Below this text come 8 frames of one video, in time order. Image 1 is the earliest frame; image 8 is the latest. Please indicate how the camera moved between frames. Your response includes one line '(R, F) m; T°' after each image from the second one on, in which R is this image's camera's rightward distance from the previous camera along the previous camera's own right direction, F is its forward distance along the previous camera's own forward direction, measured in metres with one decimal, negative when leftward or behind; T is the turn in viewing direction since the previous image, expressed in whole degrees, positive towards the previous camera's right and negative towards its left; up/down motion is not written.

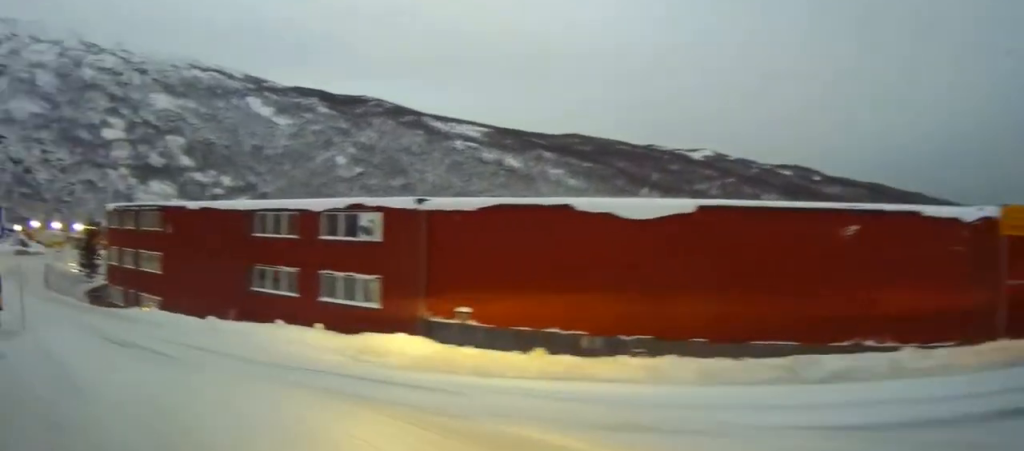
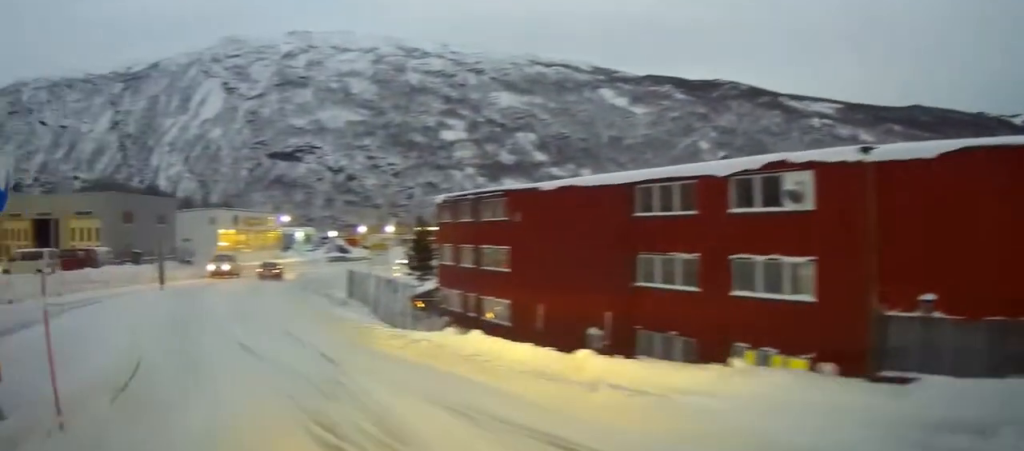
(-0.7, +8.6) m; -17°
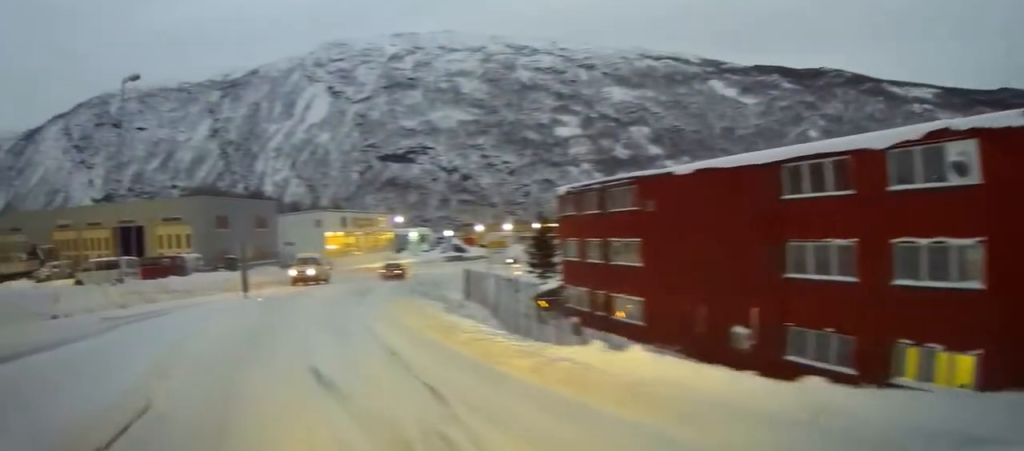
(-0.3, +3.2) m; -9°
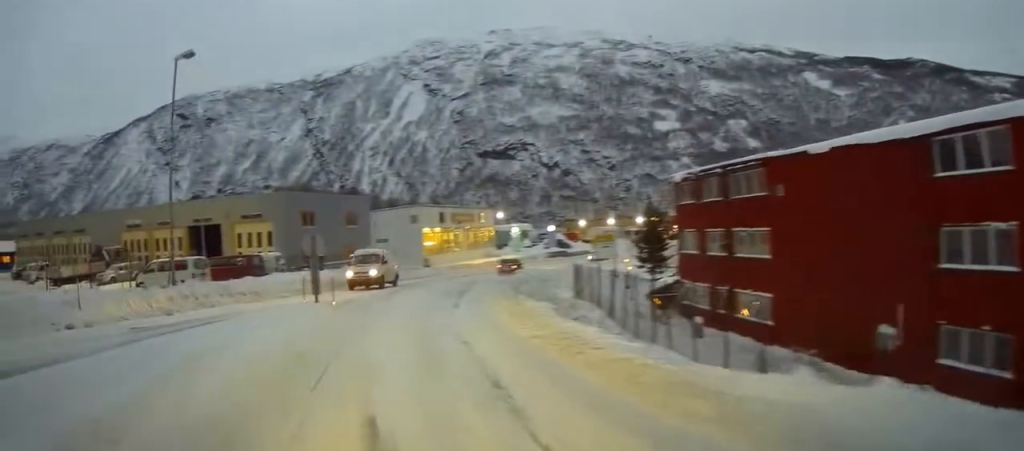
(-0.5, +3.8) m; -9°
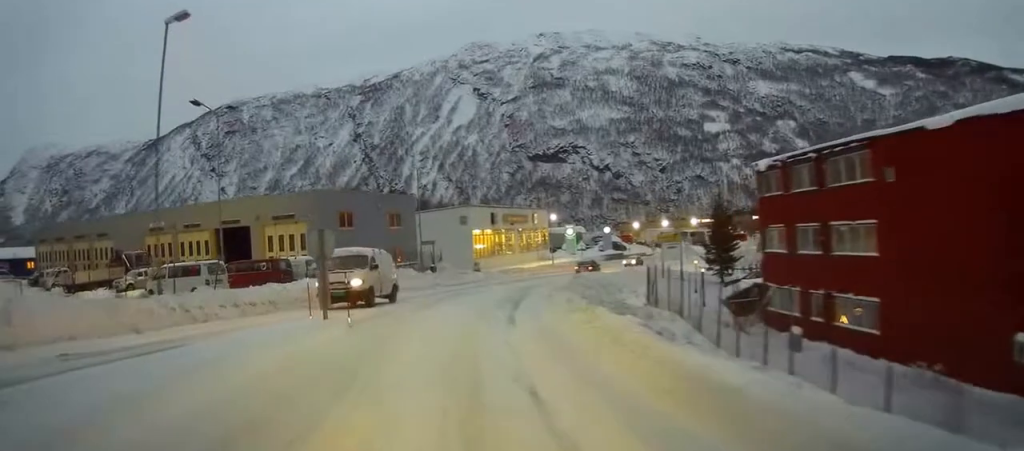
(-0.3, +5.0) m; -2°
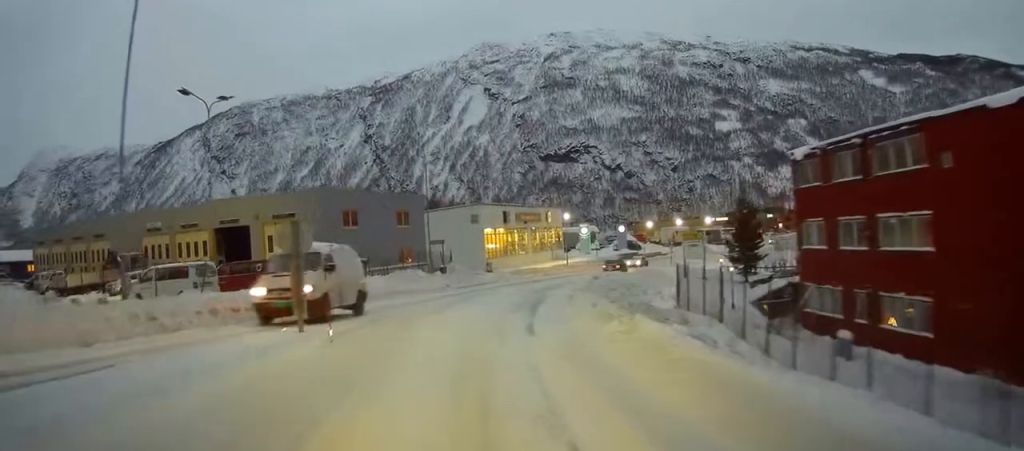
(-0.1, +2.6) m; 0°
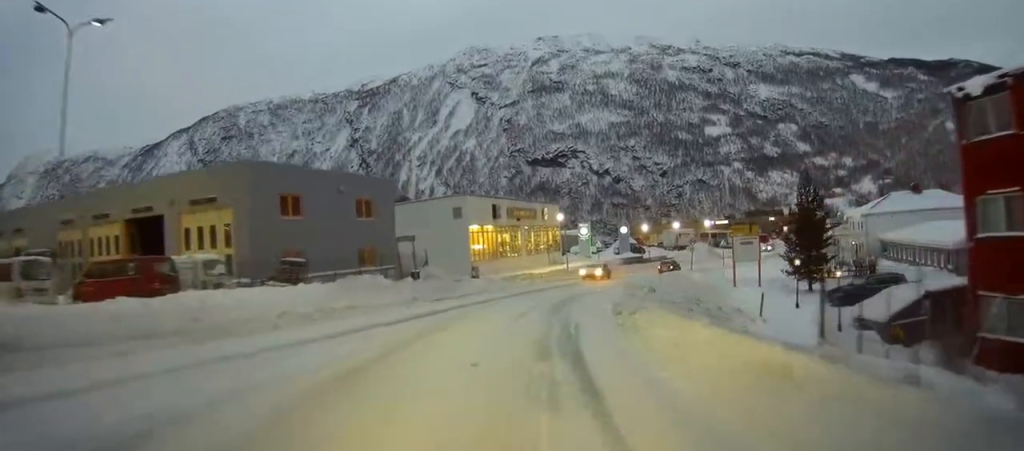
(+0.7, +11.3) m; +4°
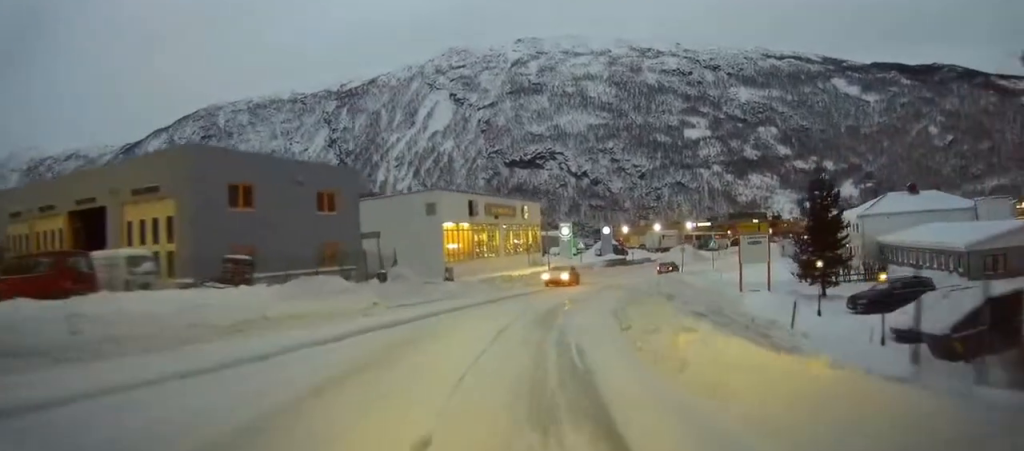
(0.0, +3.8) m; +1°
